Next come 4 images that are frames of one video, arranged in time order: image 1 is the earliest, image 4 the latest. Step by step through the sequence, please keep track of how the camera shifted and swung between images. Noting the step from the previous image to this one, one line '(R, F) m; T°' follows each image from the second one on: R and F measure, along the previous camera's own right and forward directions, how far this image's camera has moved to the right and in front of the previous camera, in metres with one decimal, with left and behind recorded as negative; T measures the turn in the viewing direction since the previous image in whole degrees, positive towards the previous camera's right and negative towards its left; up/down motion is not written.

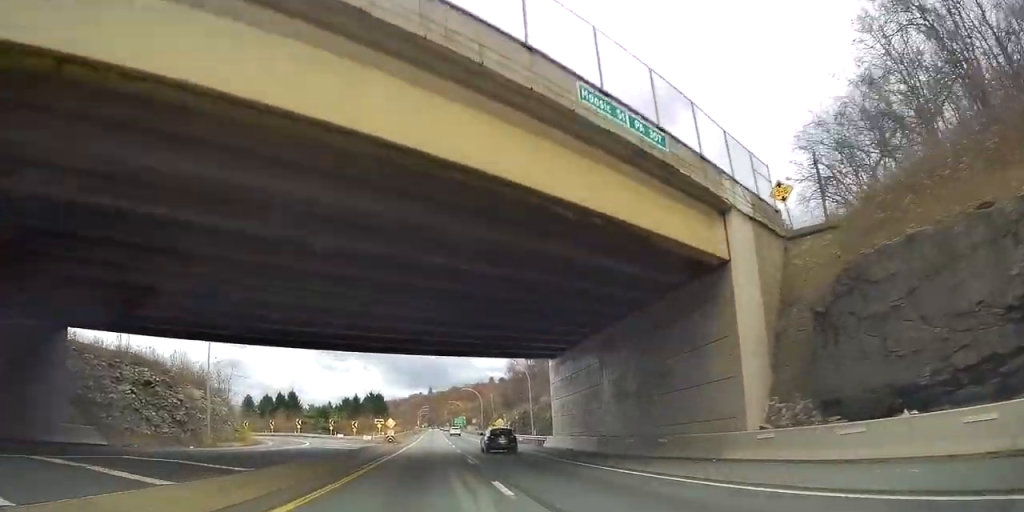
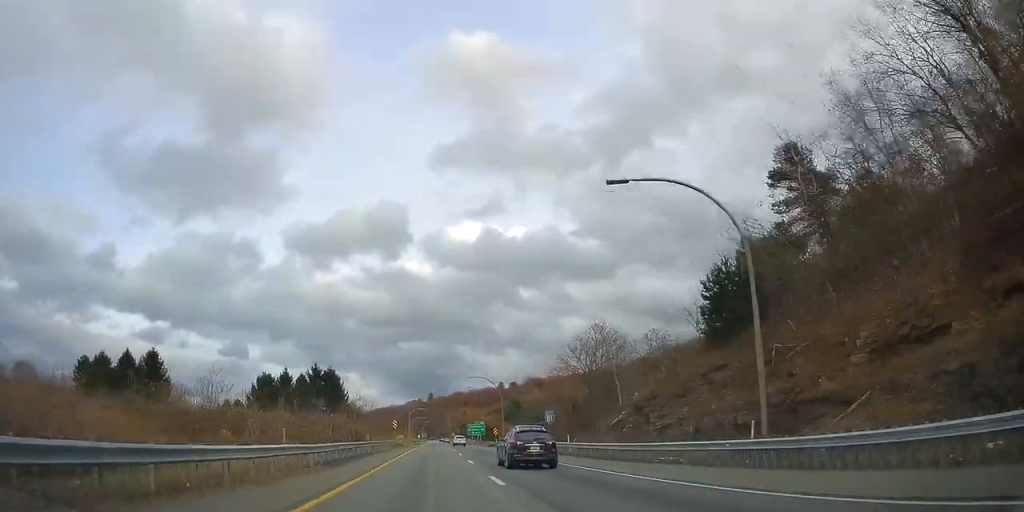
(+0.4, +105.6) m; -1°
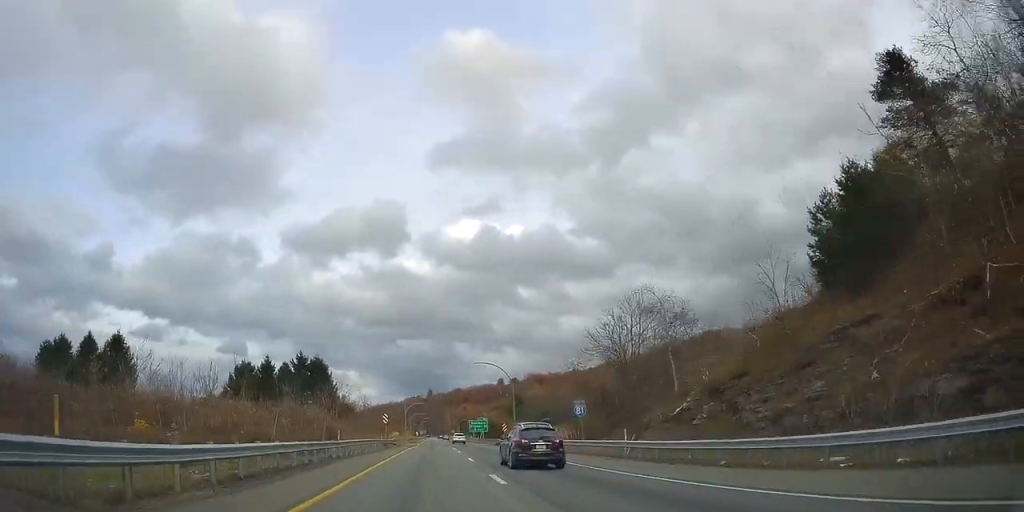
(-0.1, +12.4) m; 0°
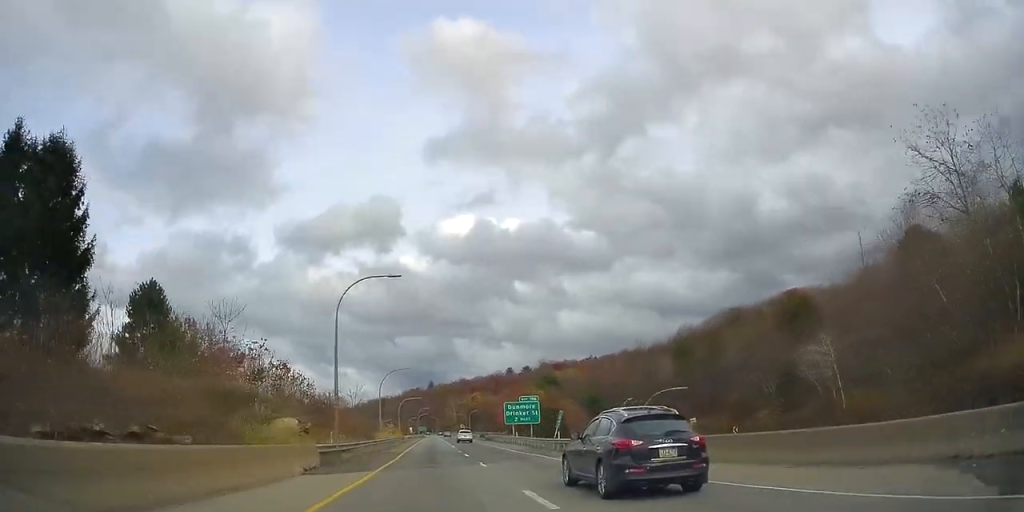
(+2.9, +78.4) m; +1°
